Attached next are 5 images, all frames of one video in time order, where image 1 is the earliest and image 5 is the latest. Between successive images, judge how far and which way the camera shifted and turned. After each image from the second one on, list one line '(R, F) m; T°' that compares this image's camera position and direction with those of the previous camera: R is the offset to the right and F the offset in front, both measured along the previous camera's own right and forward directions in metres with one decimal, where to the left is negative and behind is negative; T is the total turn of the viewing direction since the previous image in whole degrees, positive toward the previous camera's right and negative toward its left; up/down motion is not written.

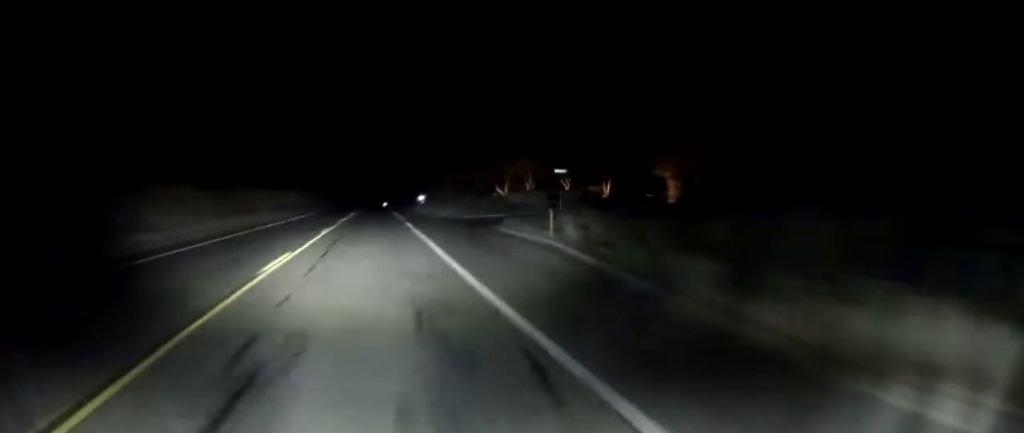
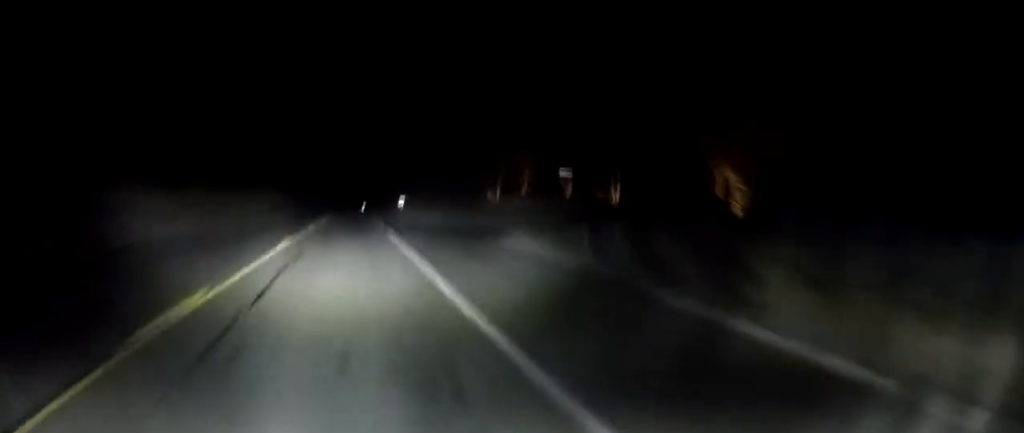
(0.0, +6.6) m; -1°
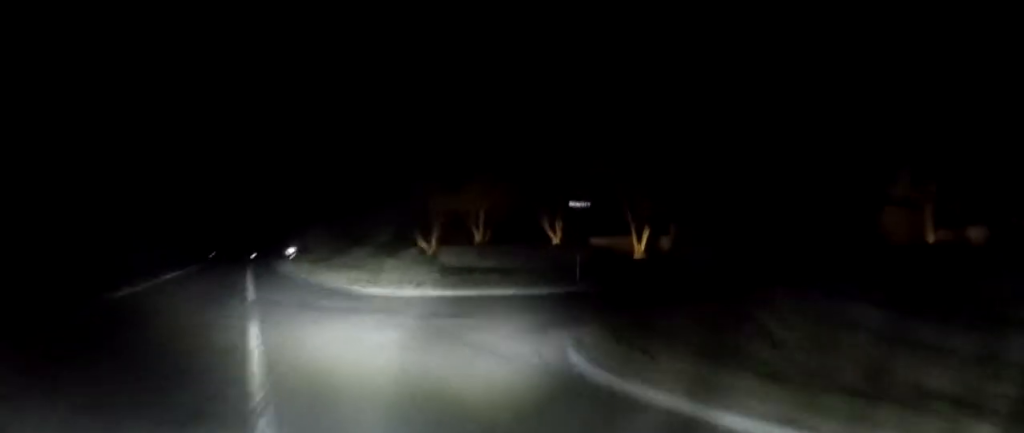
(-0.1, +21.2) m; +3°
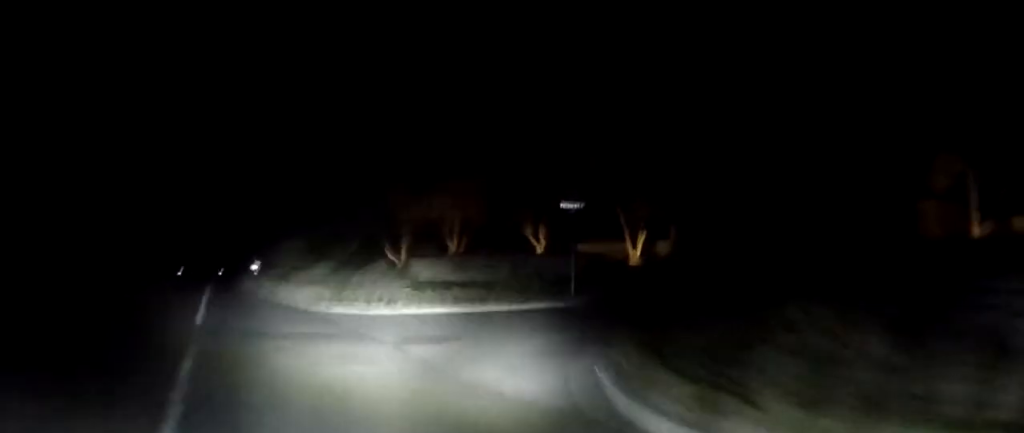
(0.0, +3.7) m; +4°
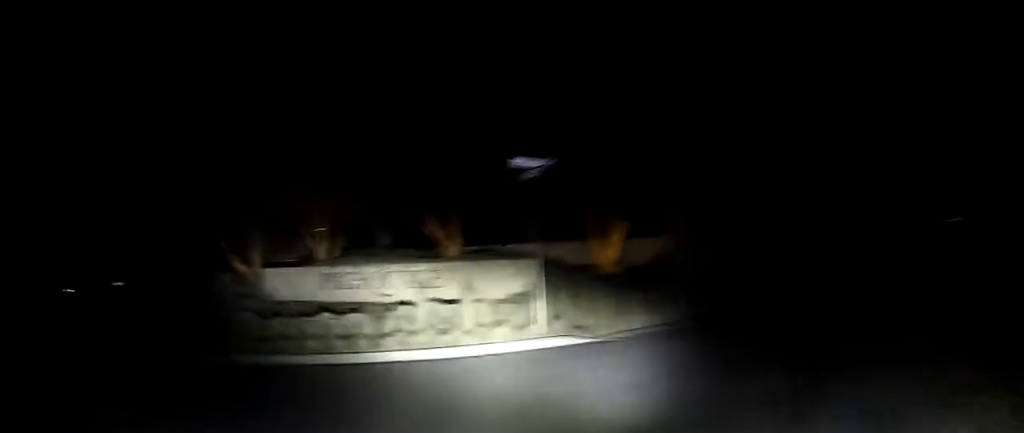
(+1.5, +10.6) m; +16°
